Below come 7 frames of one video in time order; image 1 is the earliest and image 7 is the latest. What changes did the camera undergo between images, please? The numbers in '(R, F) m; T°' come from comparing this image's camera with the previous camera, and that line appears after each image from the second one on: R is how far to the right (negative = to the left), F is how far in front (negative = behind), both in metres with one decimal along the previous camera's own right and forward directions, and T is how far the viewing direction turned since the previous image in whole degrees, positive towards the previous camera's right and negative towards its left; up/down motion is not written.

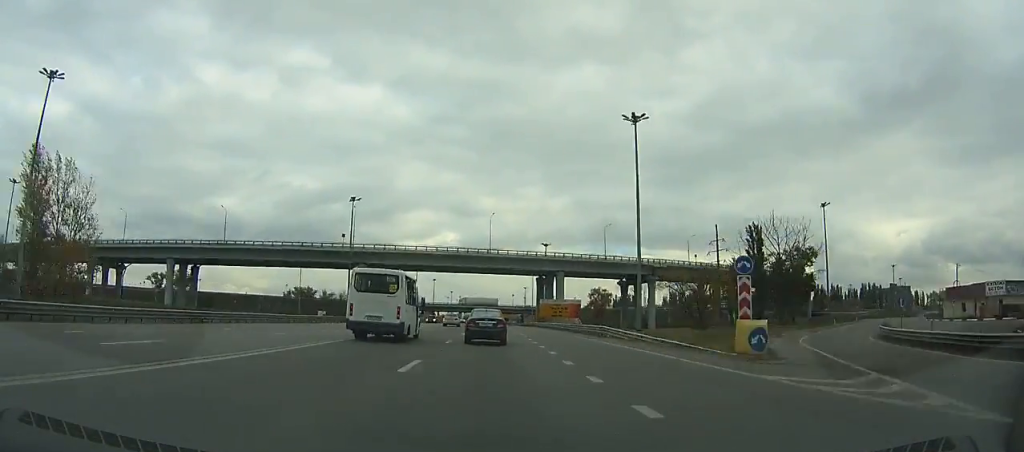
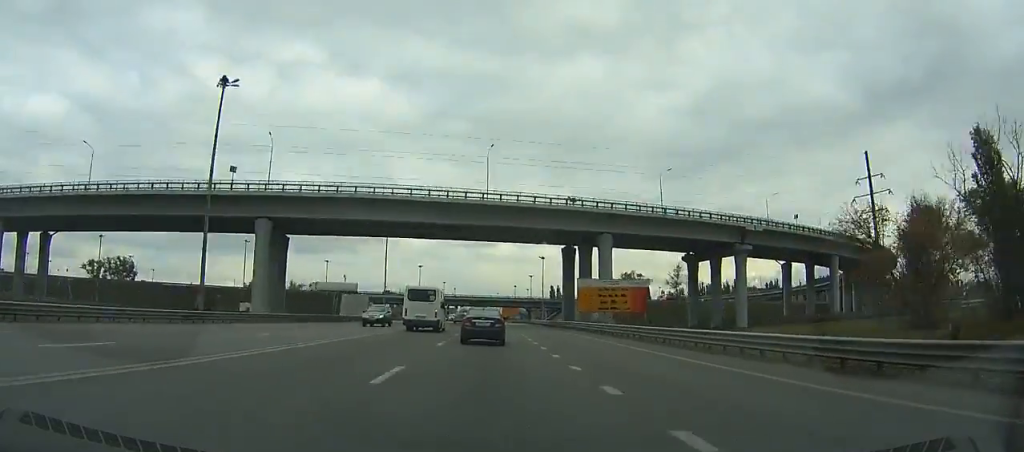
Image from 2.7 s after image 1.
(-0.1, +49.7) m; 0°
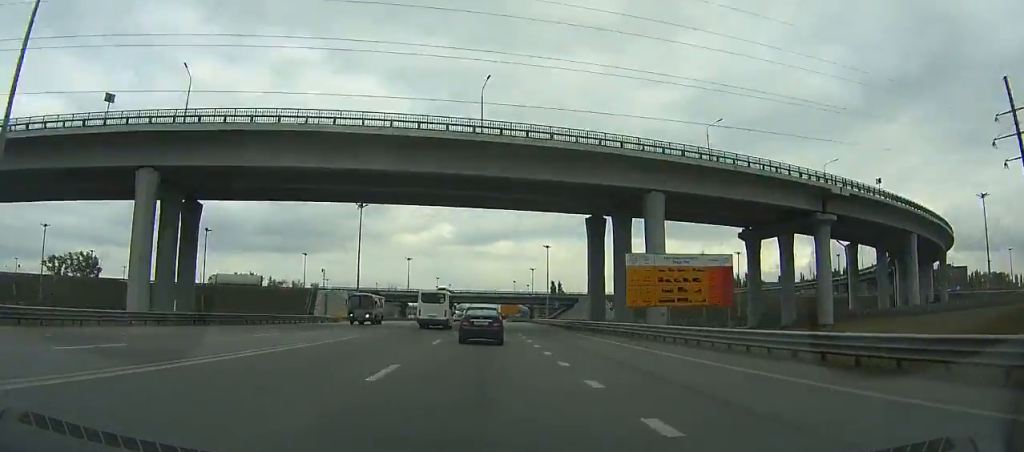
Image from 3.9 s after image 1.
(0.0, +22.7) m; 0°
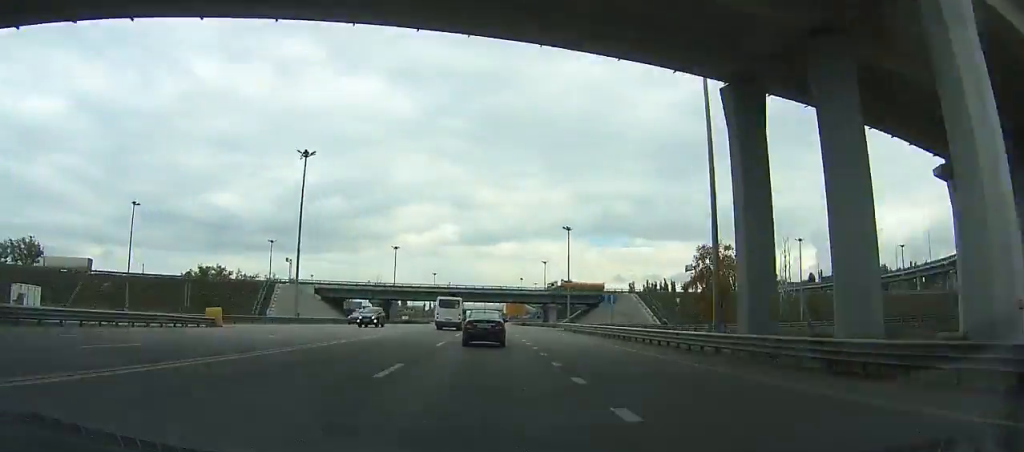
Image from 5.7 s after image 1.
(-0.1, +35.7) m; 0°
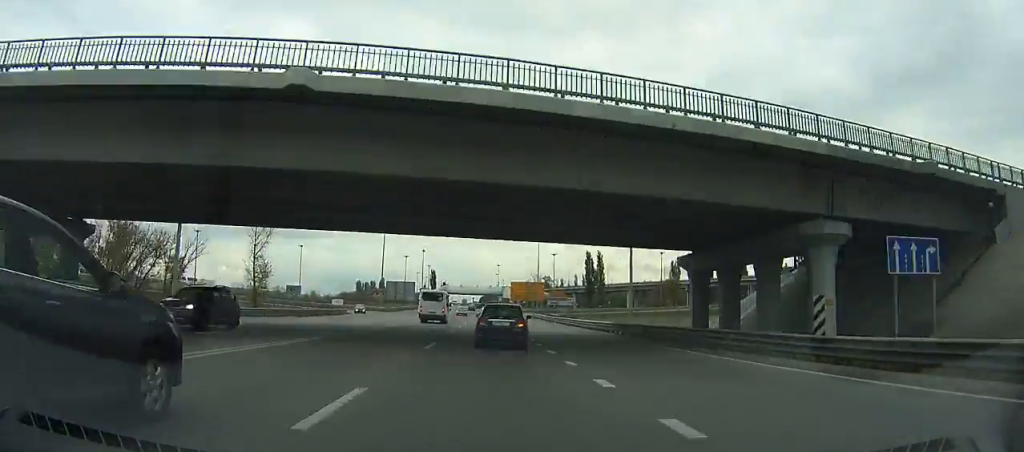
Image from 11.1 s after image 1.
(+0.4, +109.7) m; +1°
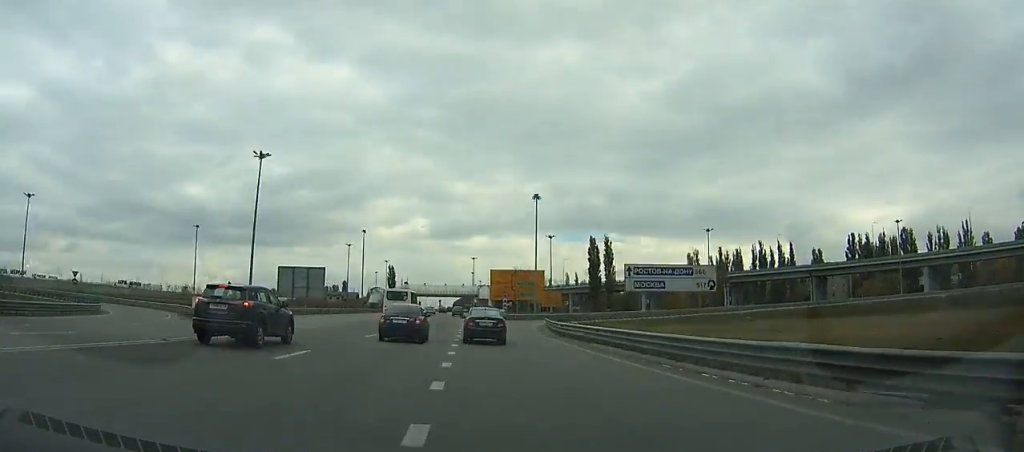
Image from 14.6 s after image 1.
(+0.9, +69.8) m; +1°
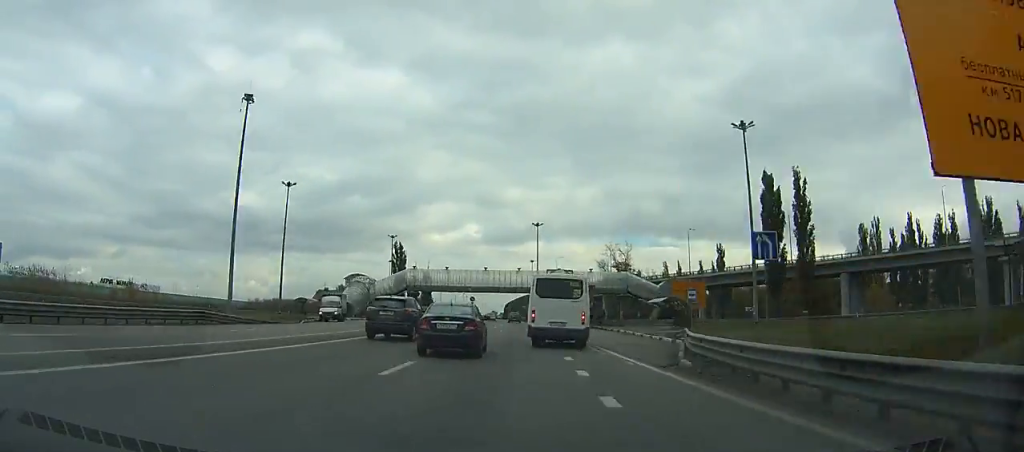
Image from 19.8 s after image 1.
(-1.6, +96.4) m; -2°
